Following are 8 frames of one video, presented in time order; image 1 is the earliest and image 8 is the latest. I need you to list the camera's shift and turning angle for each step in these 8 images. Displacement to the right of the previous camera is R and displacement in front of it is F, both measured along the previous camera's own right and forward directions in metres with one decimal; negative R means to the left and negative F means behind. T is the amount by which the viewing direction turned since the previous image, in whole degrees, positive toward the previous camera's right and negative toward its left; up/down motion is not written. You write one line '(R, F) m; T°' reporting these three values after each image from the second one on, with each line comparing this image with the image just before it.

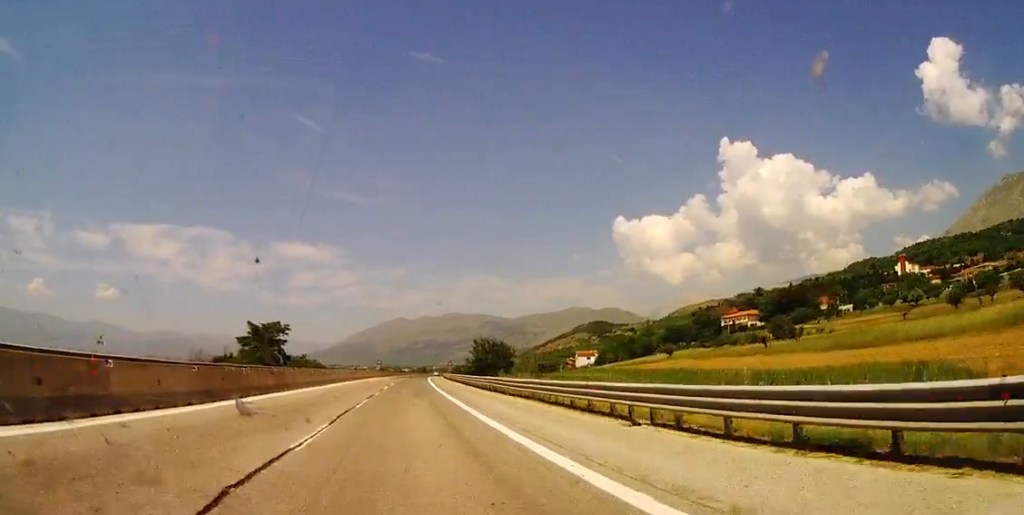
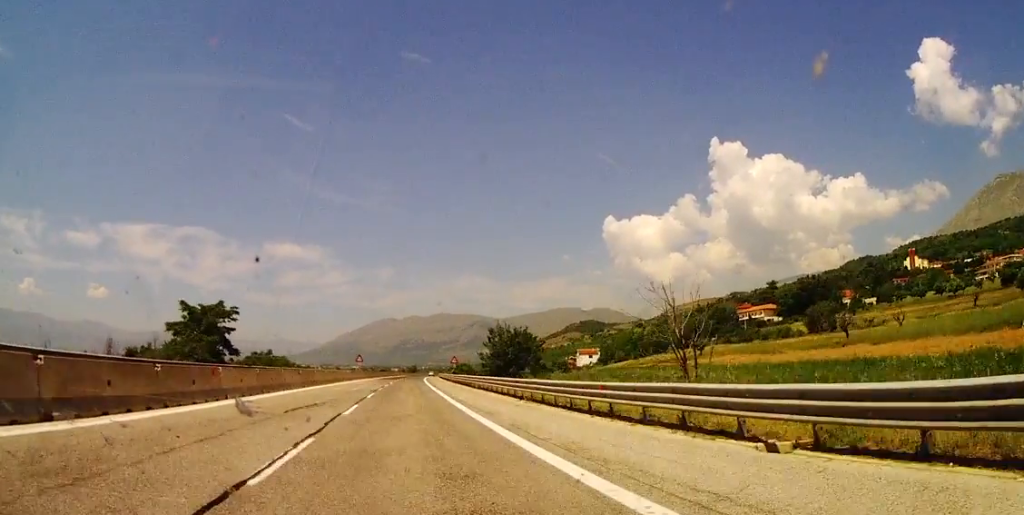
(+0.7, +27.4) m; +1°
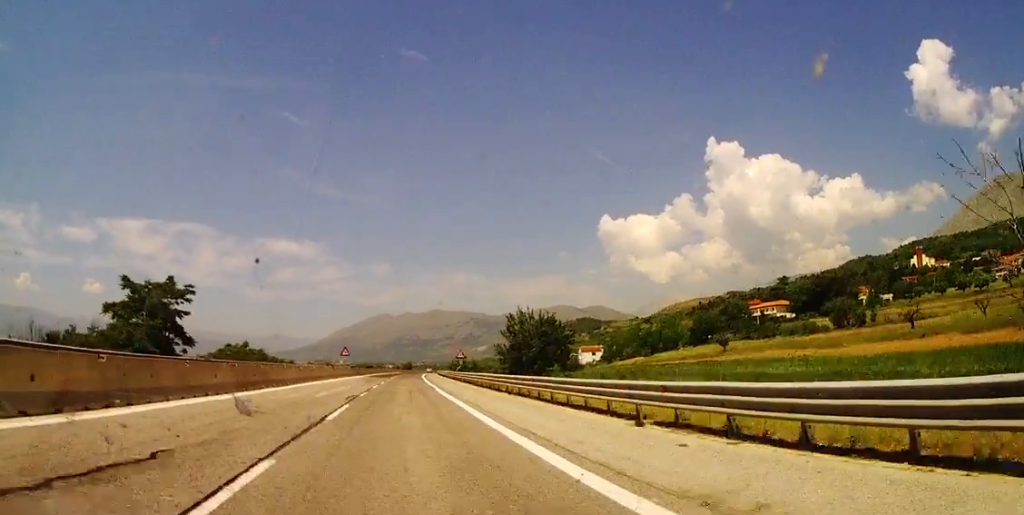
(+0.3, +15.5) m; 0°
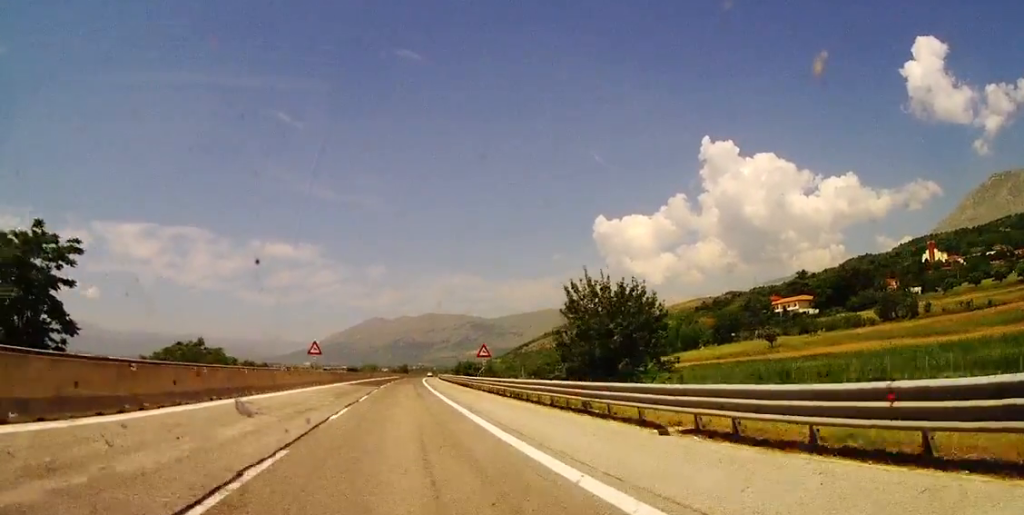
(-0.3, +22.7) m; 0°
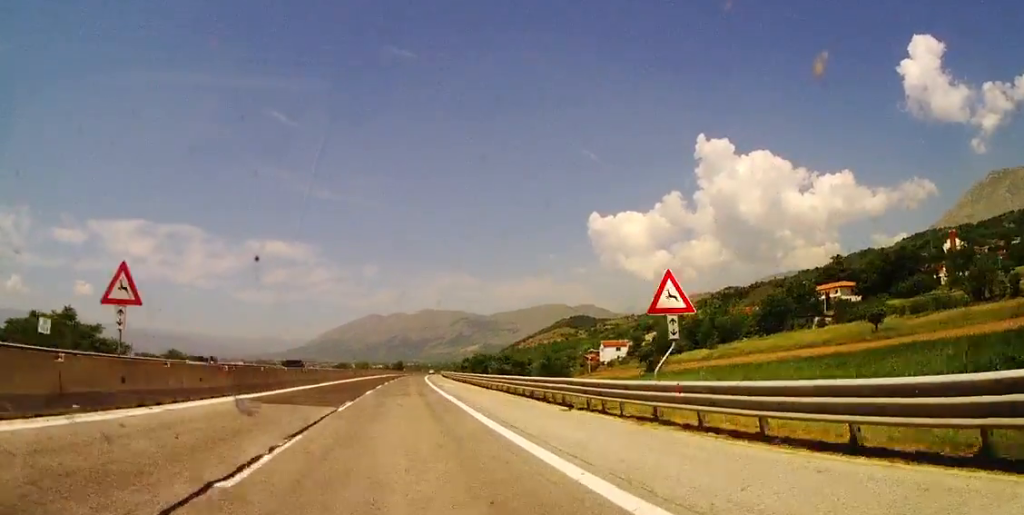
(+0.3, +34.5) m; +1°
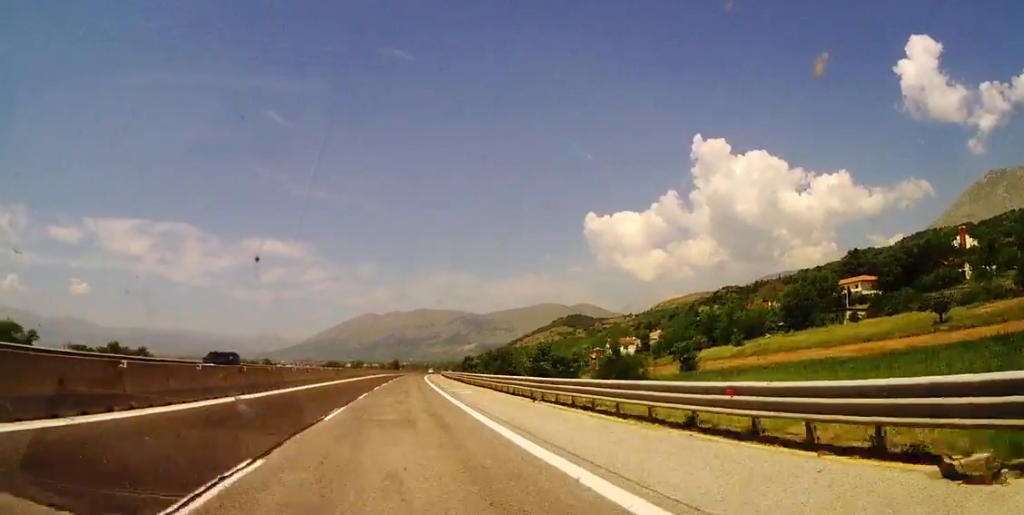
(+0.1, +15.4) m; 0°
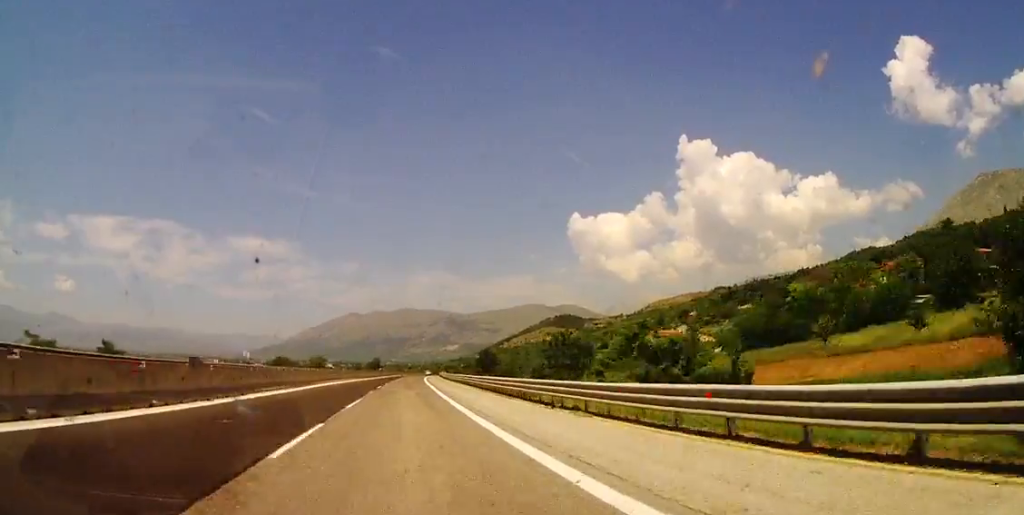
(0.0, +66.3) m; +1°
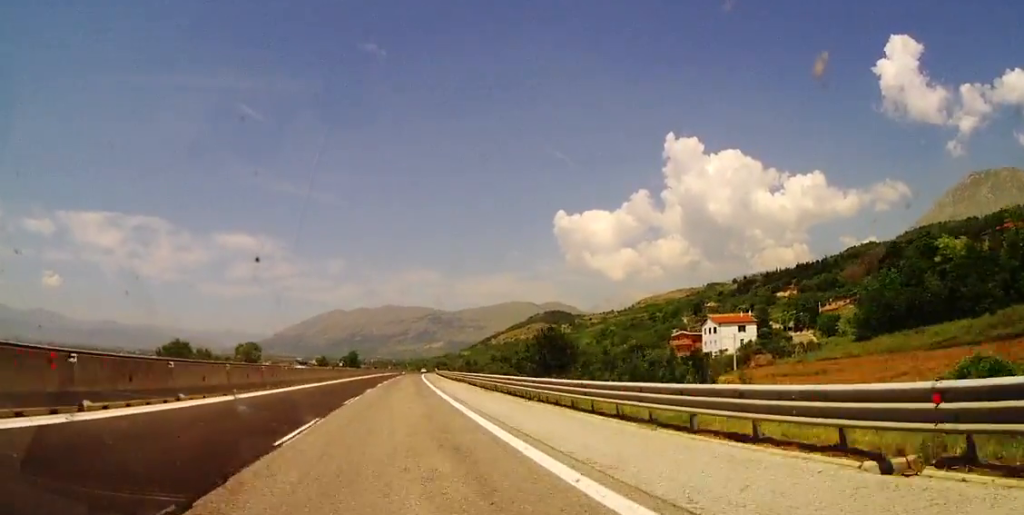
(+1.3, +59.3) m; +2°
